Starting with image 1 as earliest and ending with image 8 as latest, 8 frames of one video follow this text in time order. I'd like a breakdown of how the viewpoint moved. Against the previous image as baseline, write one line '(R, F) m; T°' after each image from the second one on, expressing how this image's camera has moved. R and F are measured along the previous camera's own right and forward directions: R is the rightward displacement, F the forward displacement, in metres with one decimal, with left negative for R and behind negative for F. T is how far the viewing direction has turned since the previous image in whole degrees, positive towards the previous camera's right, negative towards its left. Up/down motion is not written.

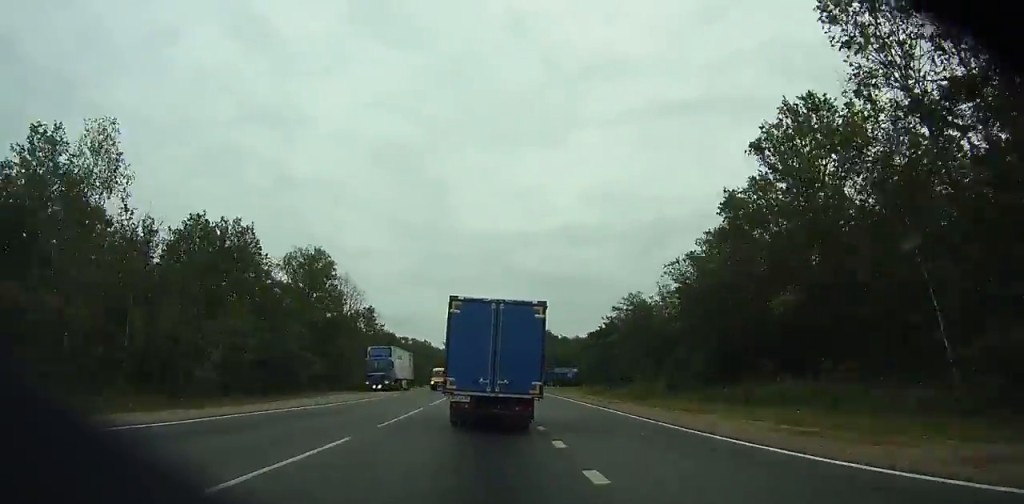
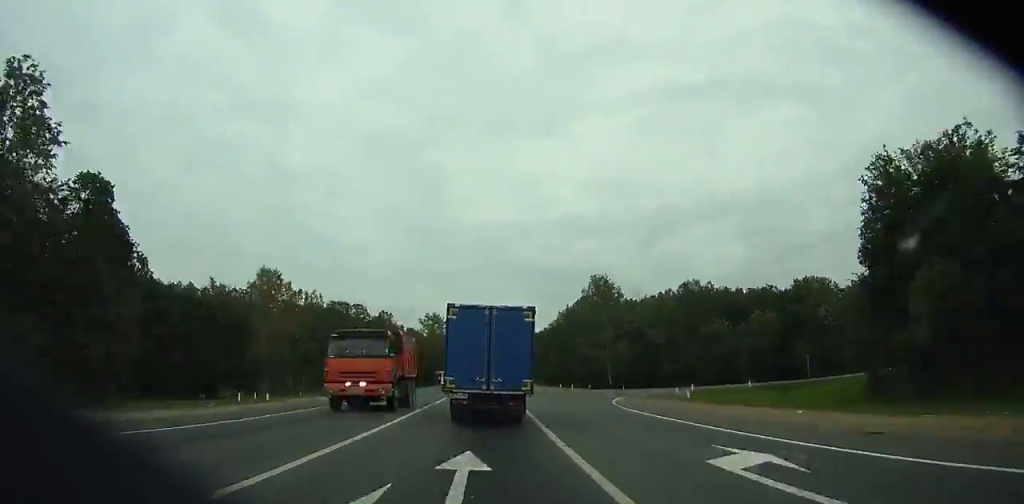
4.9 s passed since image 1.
(-0.4, +95.6) m; 0°
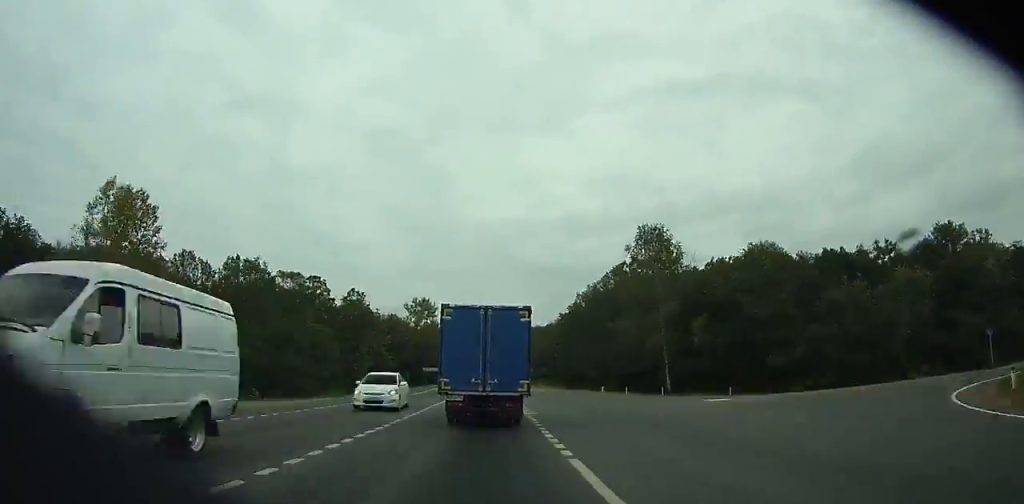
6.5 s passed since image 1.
(0.0, +31.9) m; 0°
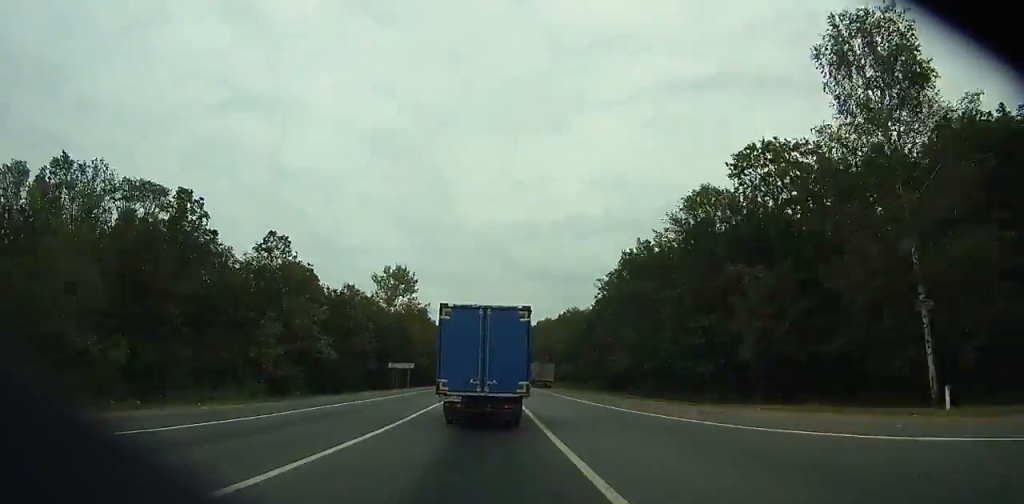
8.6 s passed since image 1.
(0.0, +42.5) m; 0°
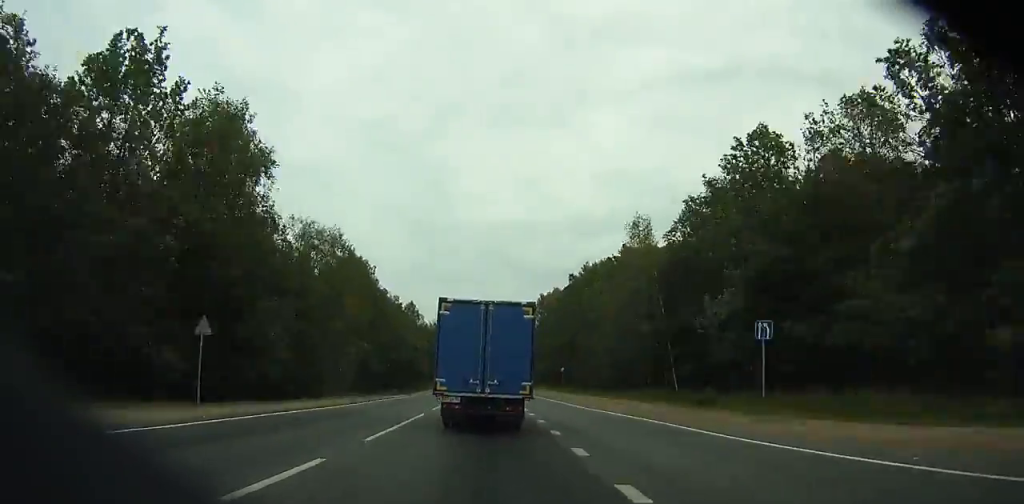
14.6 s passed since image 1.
(+0.4, +122.6) m; 0°
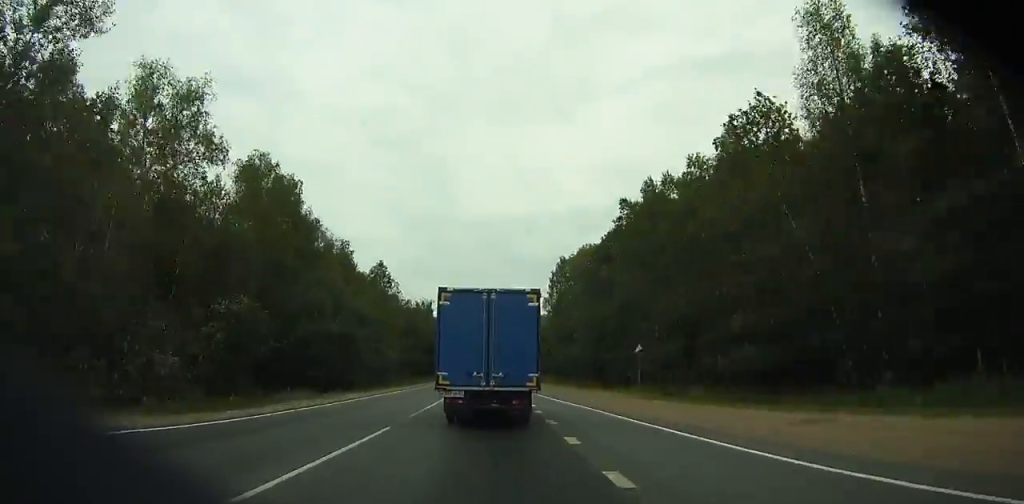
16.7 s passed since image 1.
(-0.1, +42.6) m; 0°
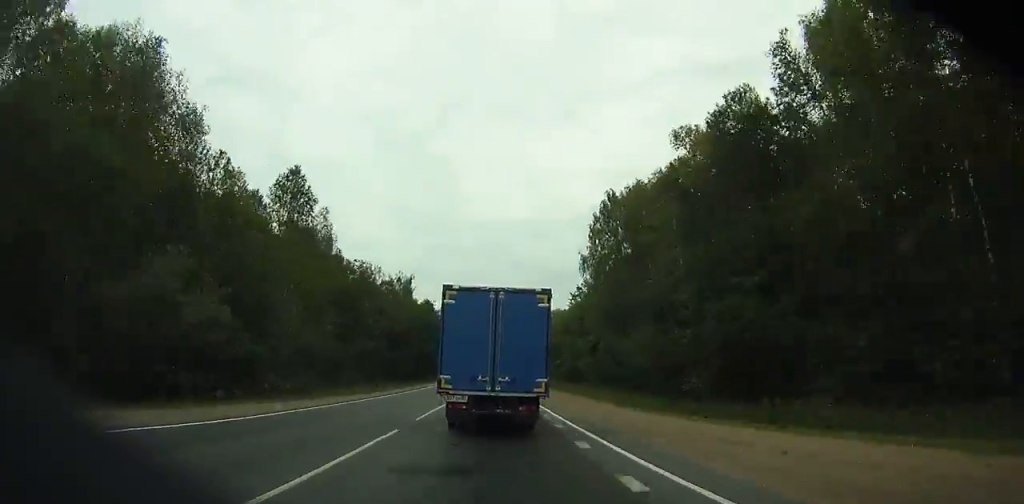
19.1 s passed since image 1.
(-0.2, +48.4) m; 0°
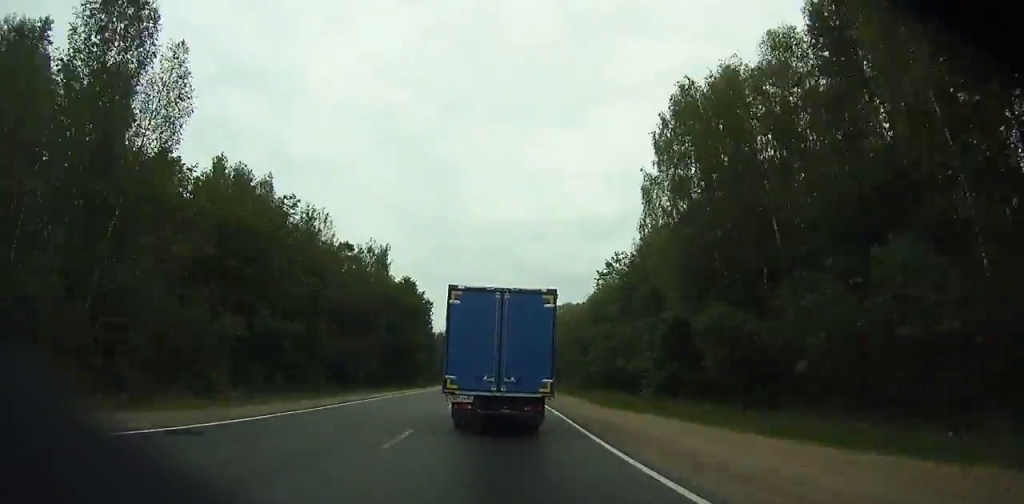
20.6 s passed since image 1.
(-0.1, +30.1) m; 0°
